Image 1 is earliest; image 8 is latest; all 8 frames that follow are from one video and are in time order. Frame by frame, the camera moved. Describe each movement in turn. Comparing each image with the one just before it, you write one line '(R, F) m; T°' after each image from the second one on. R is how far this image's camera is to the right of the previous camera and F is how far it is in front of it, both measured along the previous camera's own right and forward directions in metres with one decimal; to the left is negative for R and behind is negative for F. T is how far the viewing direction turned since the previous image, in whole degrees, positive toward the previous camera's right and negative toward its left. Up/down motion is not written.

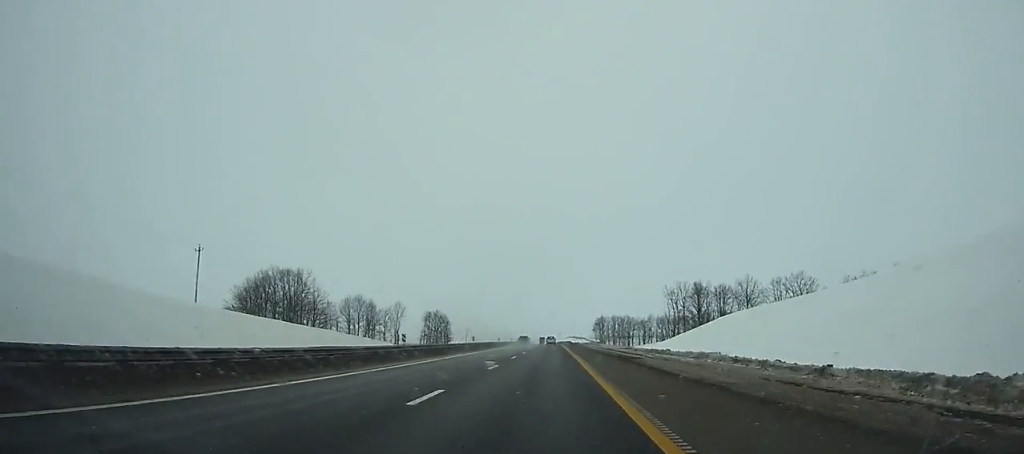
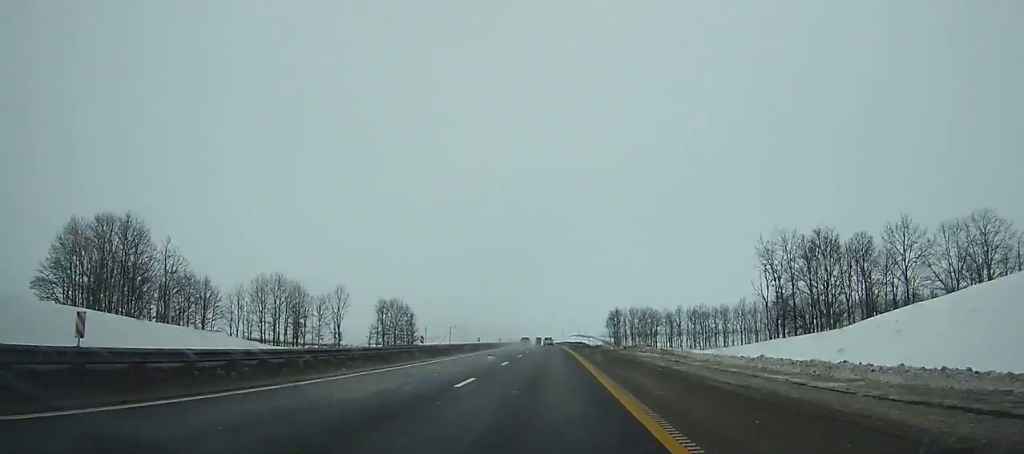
(-0.2, +53.7) m; 0°
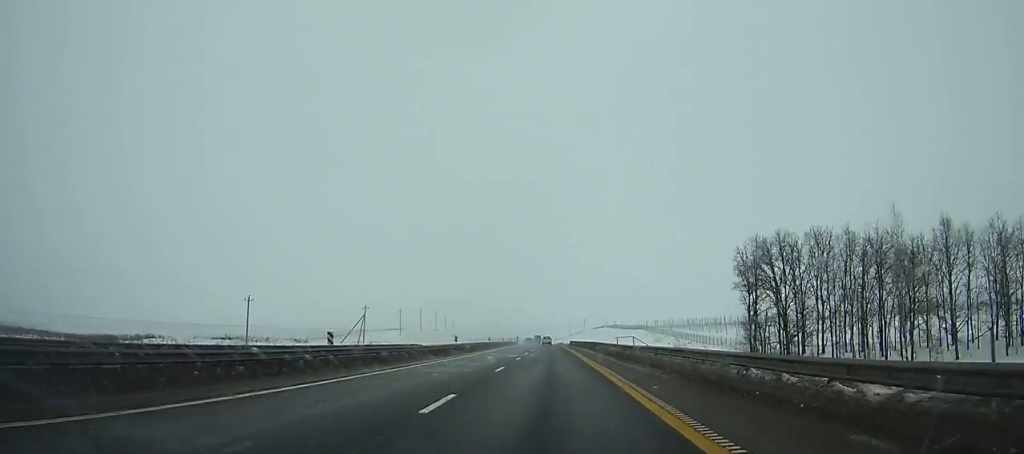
(-1.4, +135.1) m; -2°
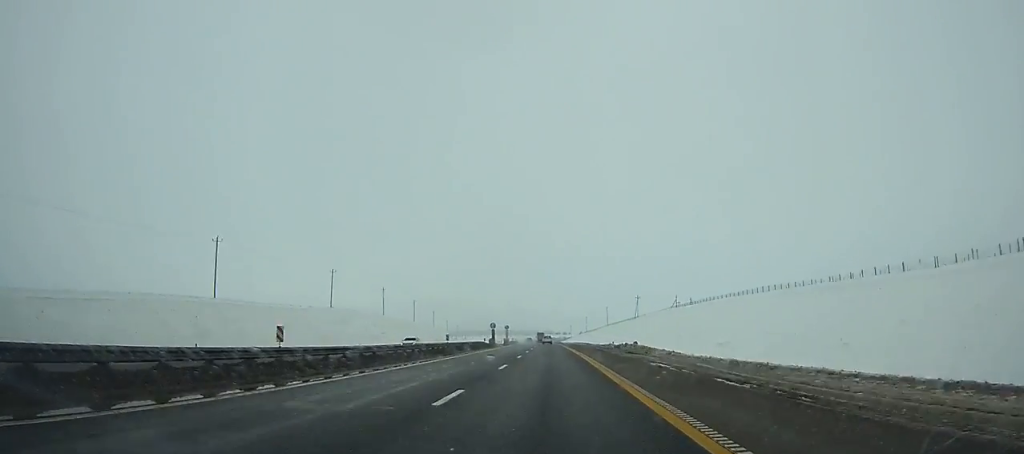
(-3.5, +153.8) m; -3°
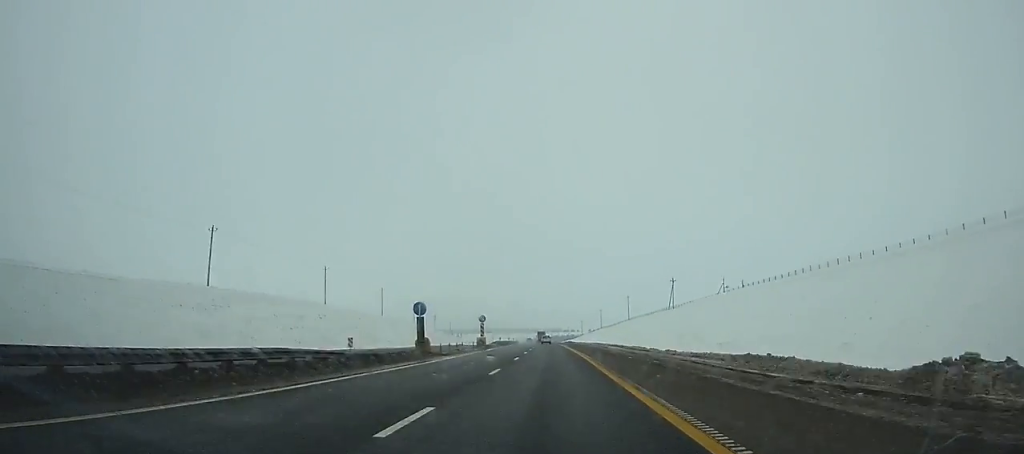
(-0.5, +50.6) m; -1°
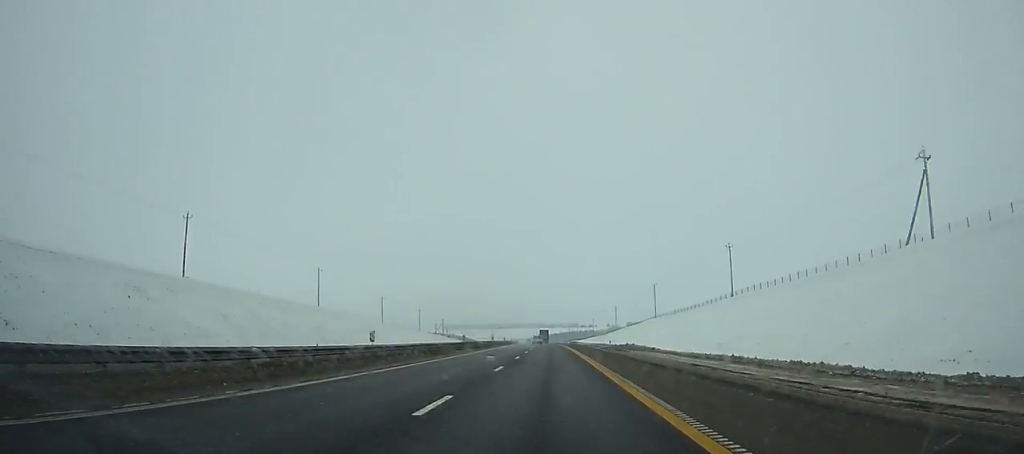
(-1.2, +104.3) m; -1°
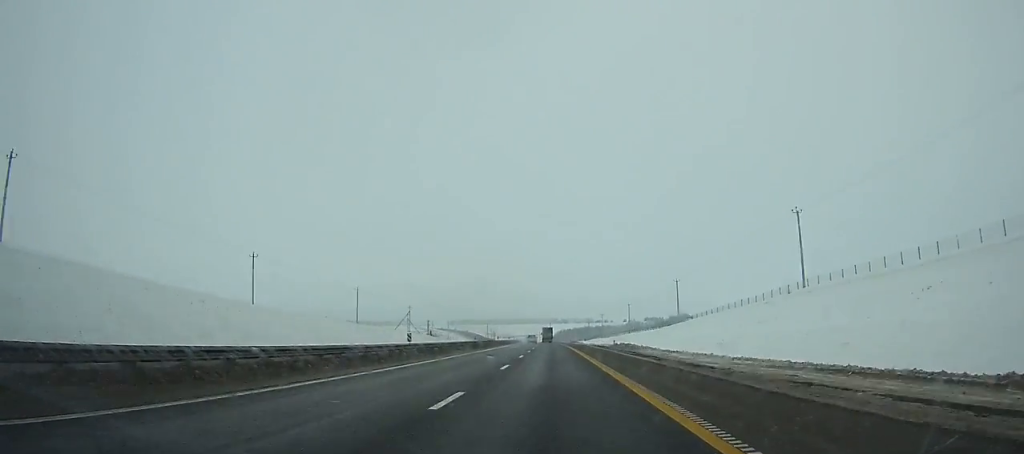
(-0.9, +82.7) m; -1°
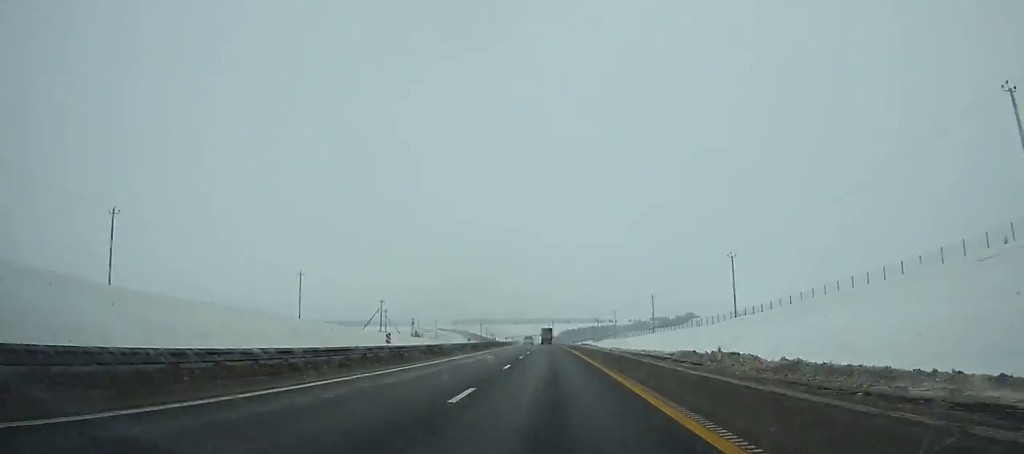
(-0.2, +34.4) m; 0°
